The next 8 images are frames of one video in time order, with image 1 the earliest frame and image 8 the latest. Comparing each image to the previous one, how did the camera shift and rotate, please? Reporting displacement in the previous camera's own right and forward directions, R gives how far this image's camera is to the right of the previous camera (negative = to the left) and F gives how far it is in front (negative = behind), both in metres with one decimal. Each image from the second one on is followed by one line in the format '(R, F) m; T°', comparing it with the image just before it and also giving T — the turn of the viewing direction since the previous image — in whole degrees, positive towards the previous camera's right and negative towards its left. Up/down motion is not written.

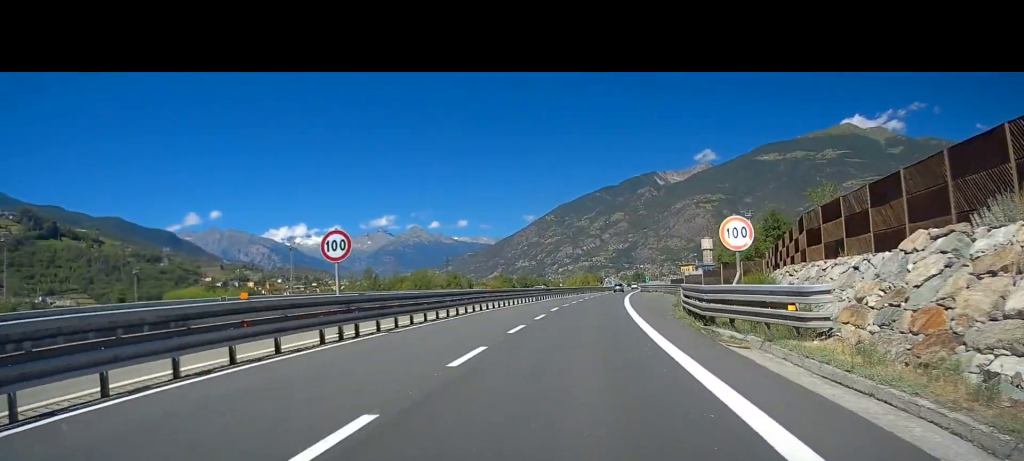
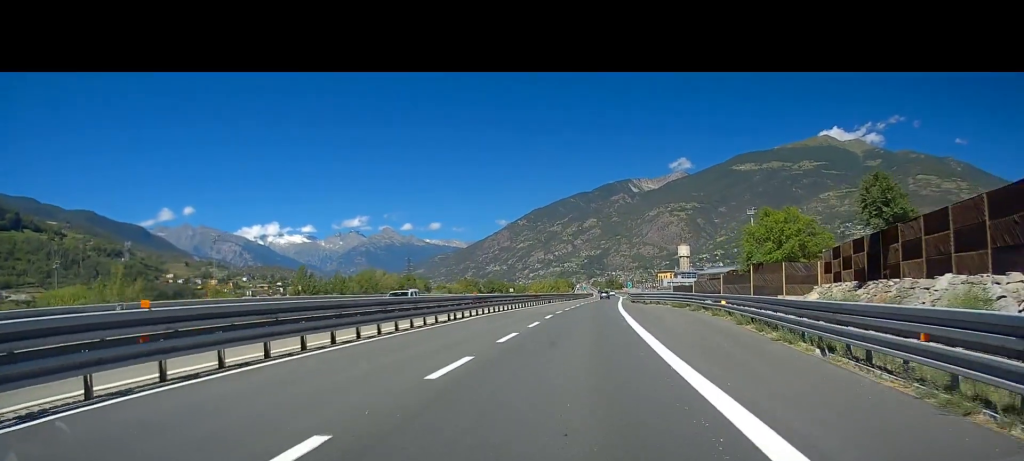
(+0.2, +29.0) m; +1°
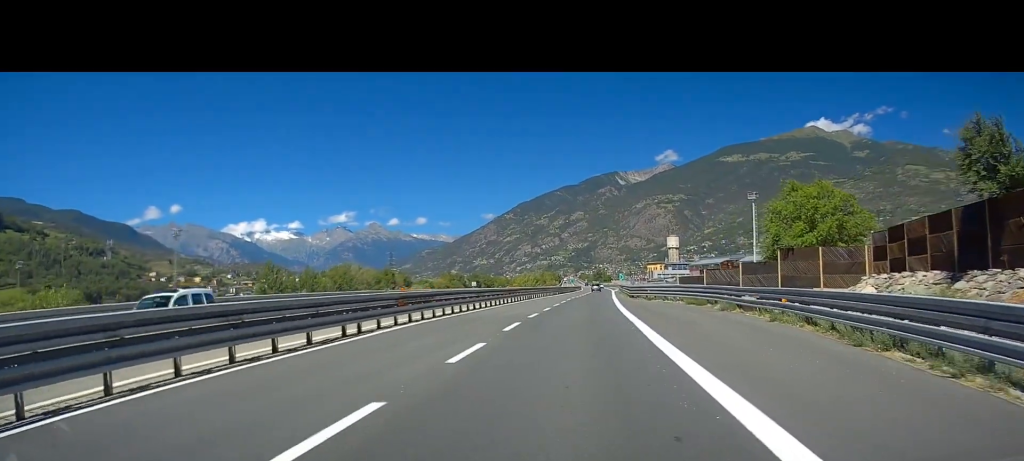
(+0.2, +12.7) m; +1°
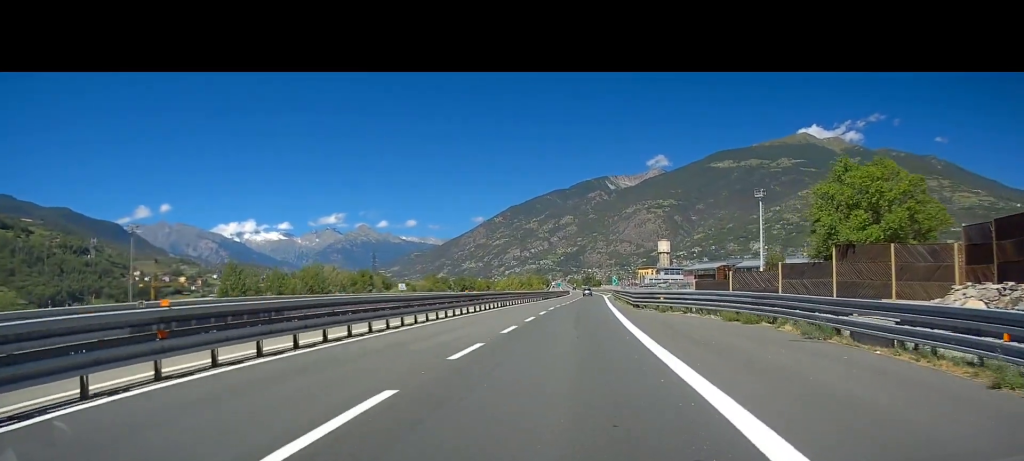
(0.0, +13.6) m; +1°
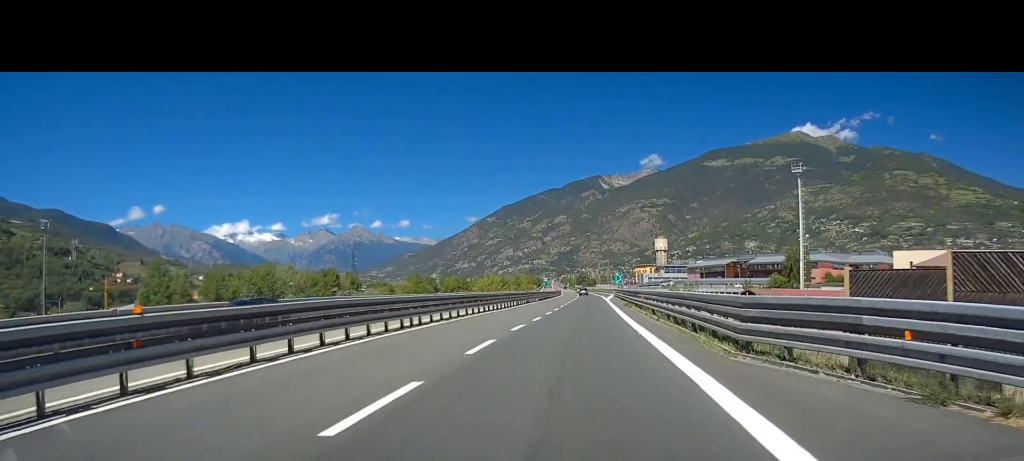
(+0.5, +28.1) m; +1°
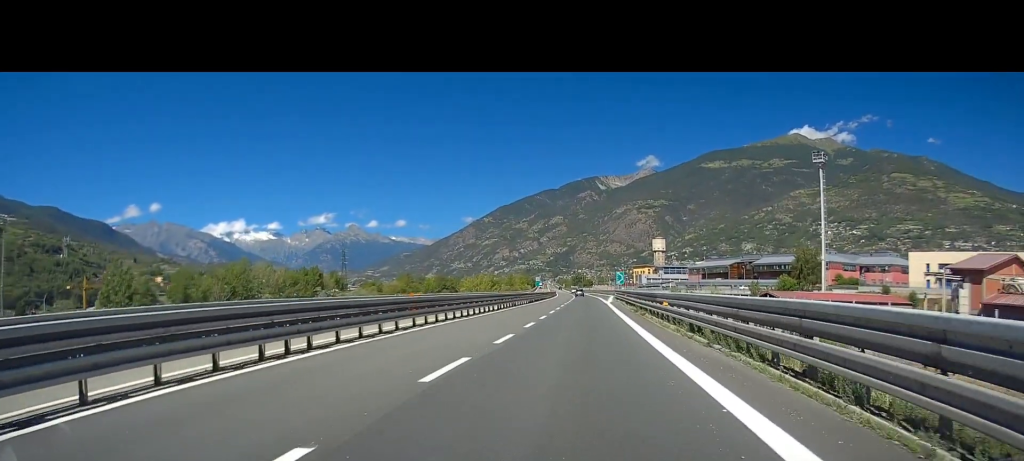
(0.0, +11.5) m; +1°
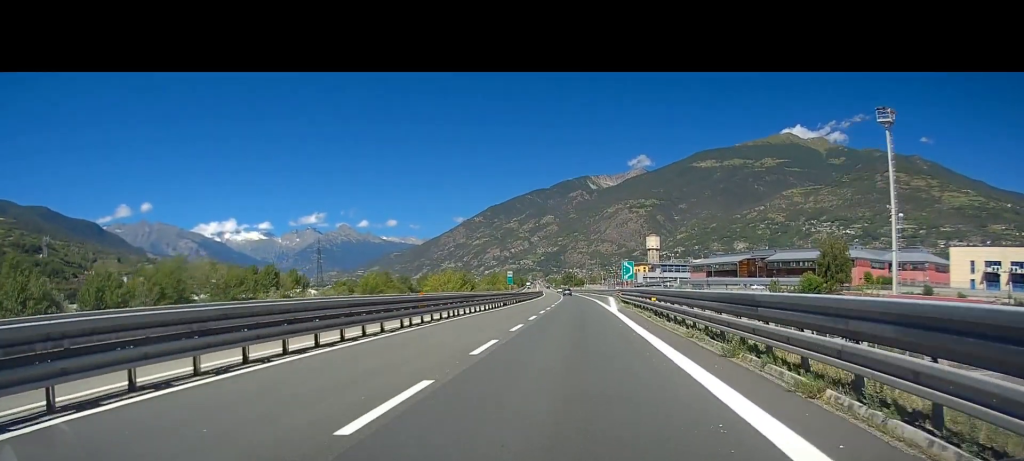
(+0.3, +26.1) m; +1°
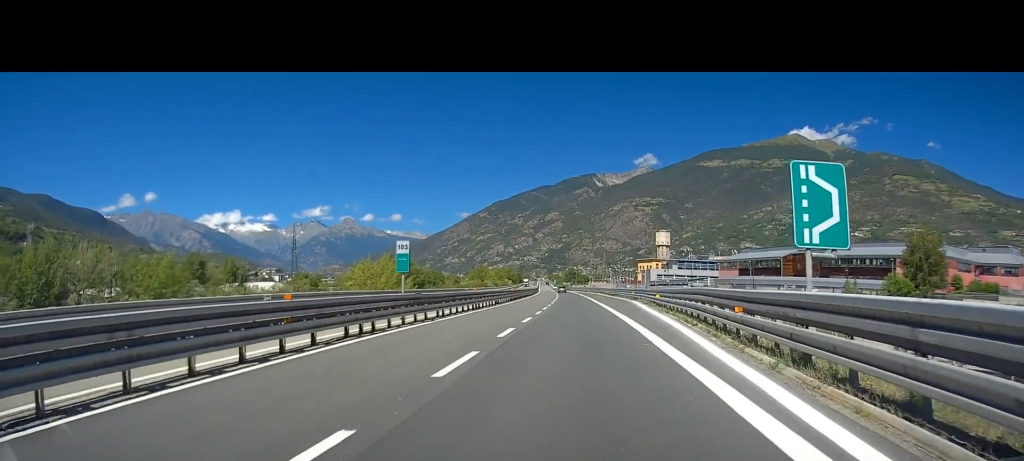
(+0.1, +44.1) m; -1°
